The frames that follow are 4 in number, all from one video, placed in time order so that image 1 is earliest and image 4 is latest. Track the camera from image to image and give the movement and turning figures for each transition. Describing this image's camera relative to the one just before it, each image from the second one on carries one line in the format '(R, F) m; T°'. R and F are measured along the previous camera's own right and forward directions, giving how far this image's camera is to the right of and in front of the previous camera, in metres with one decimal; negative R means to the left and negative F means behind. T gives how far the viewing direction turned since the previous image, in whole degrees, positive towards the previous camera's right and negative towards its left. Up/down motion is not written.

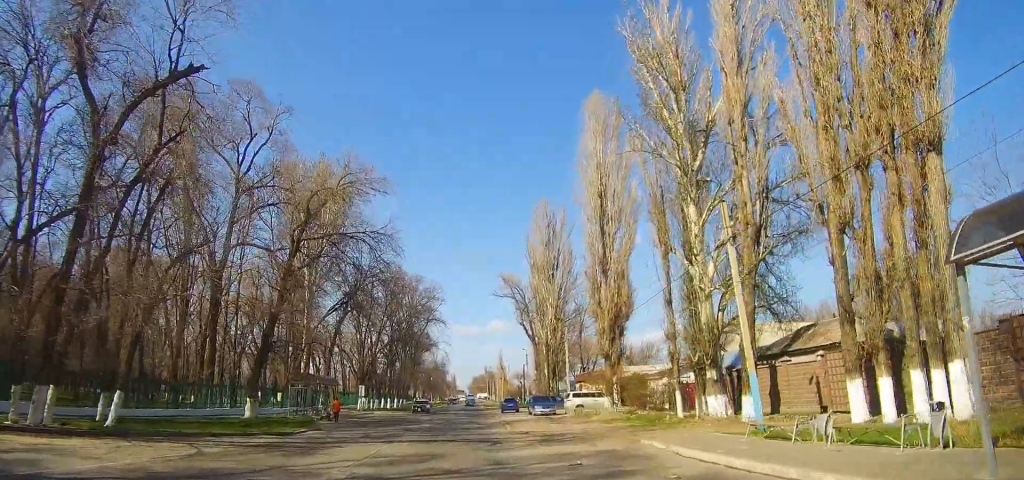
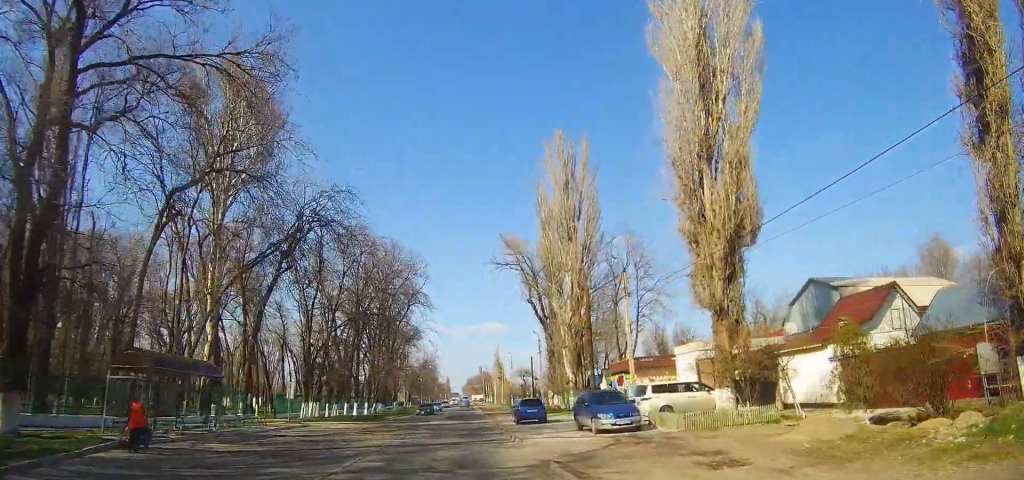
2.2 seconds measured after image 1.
(-0.1, +22.6) m; -1°
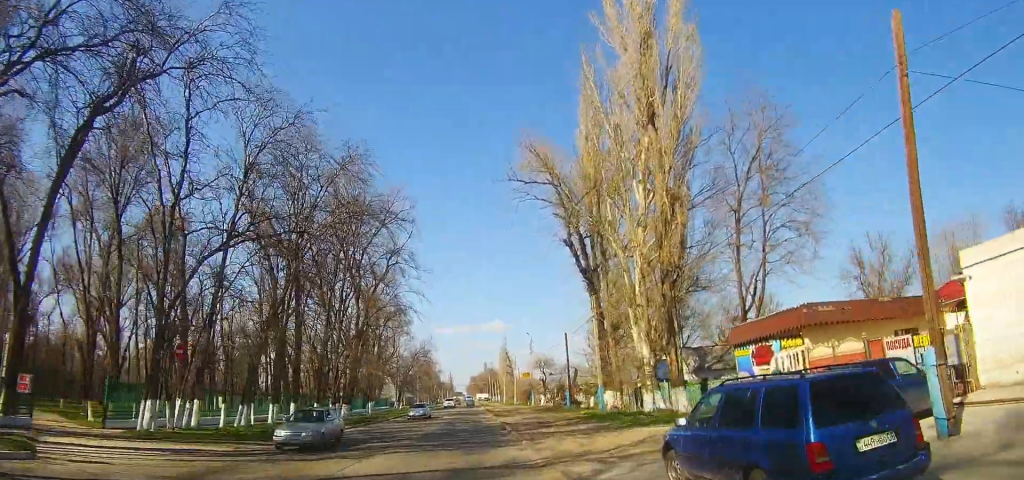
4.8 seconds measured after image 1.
(0.0, +26.6) m; 0°
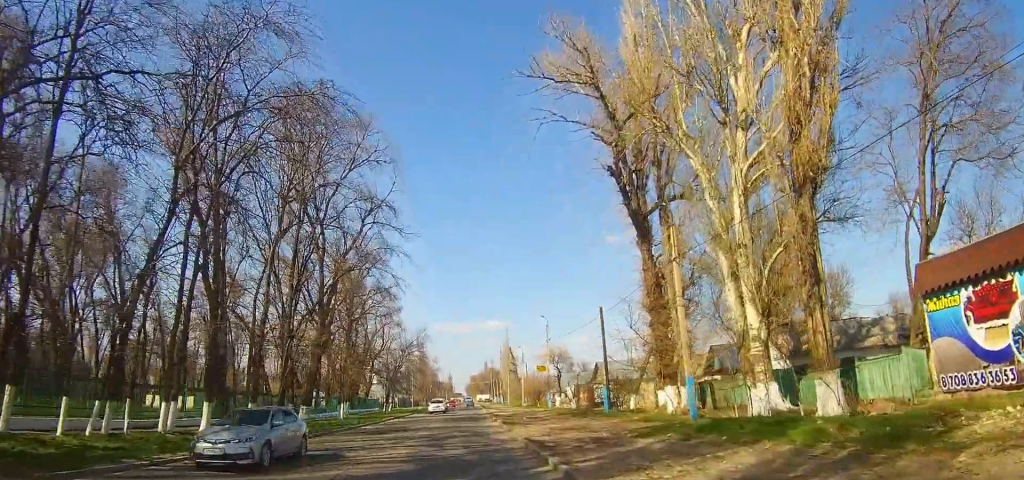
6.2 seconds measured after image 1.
(0.0, +14.8) m; 0°
